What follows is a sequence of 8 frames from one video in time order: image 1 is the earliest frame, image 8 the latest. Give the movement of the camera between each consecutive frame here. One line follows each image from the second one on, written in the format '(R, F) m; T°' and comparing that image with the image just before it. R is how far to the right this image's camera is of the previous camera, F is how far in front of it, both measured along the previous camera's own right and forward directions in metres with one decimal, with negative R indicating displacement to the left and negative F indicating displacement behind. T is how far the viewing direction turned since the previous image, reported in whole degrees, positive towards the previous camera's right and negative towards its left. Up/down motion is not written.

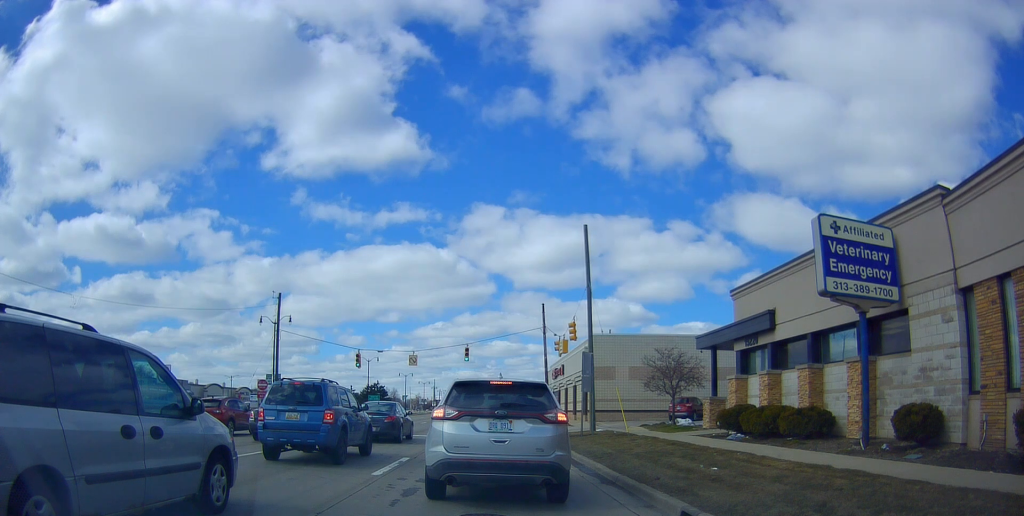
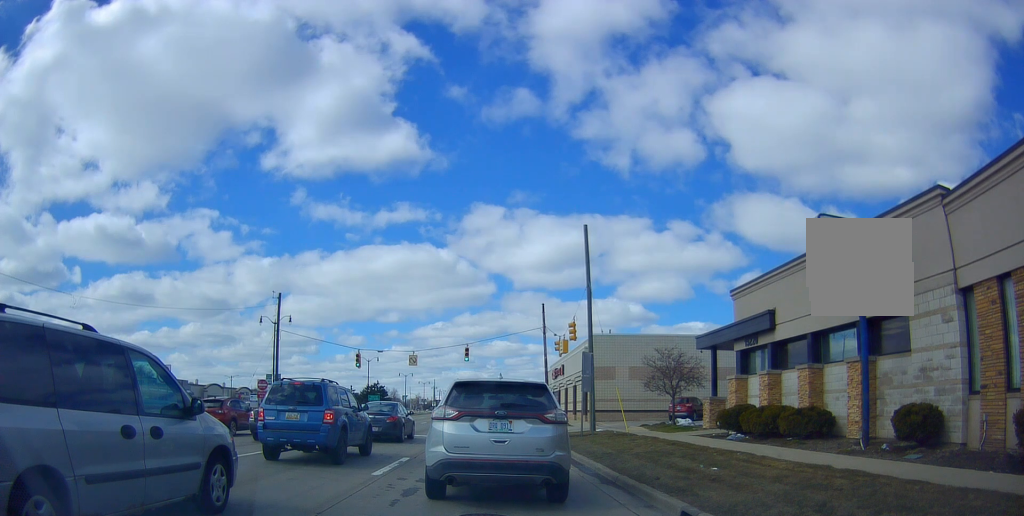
(0.0, 0.0) m; 0°
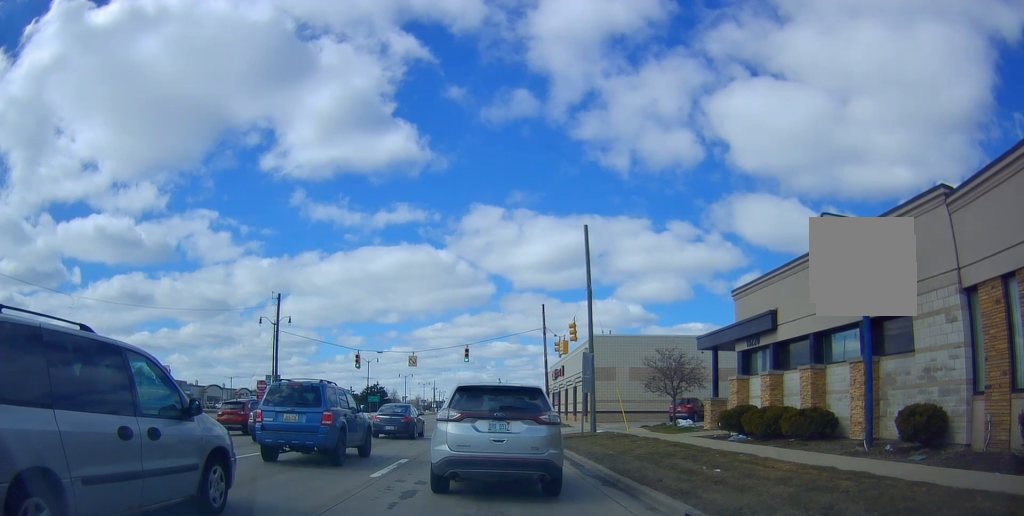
(-0.1, +0.2) m; 0°
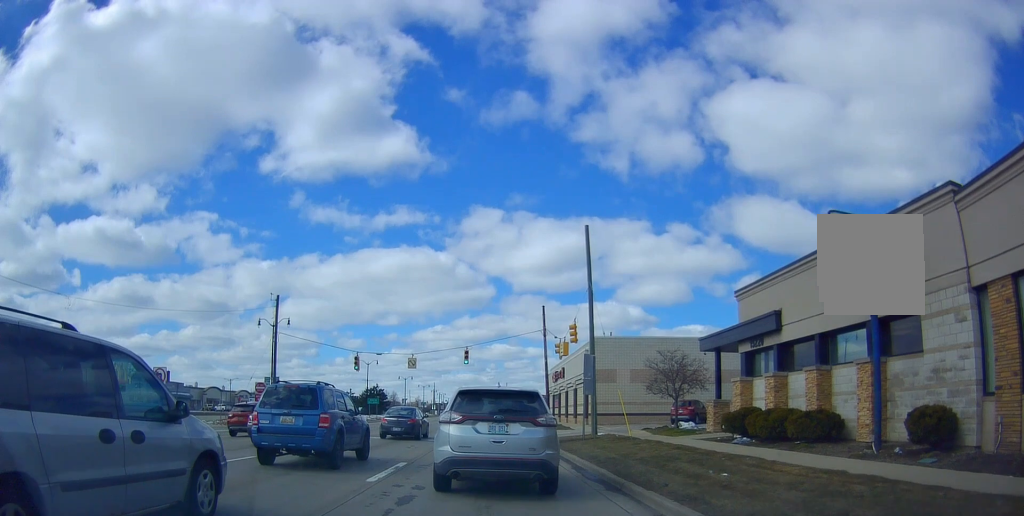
(-0.1, +0.1) m; 0°
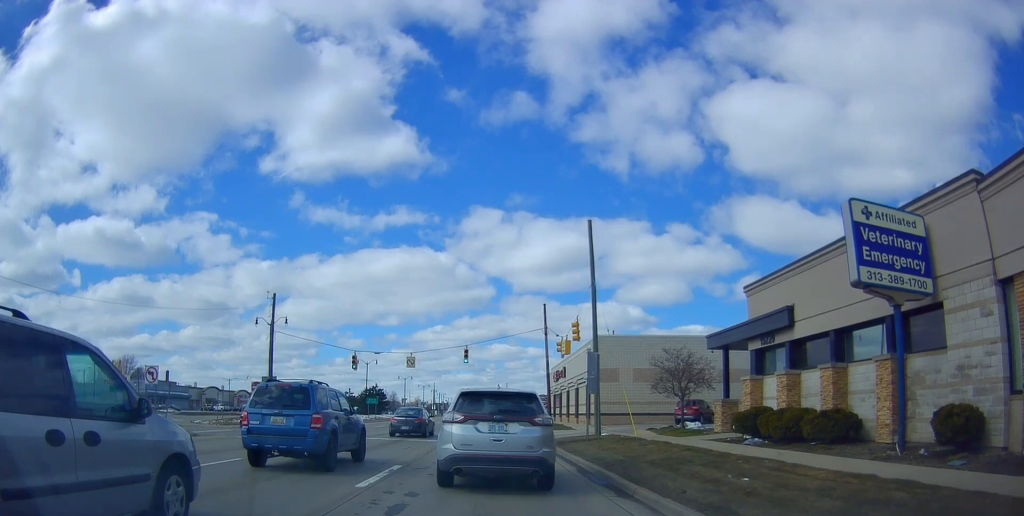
(-0.1, +0.4) m; -1°
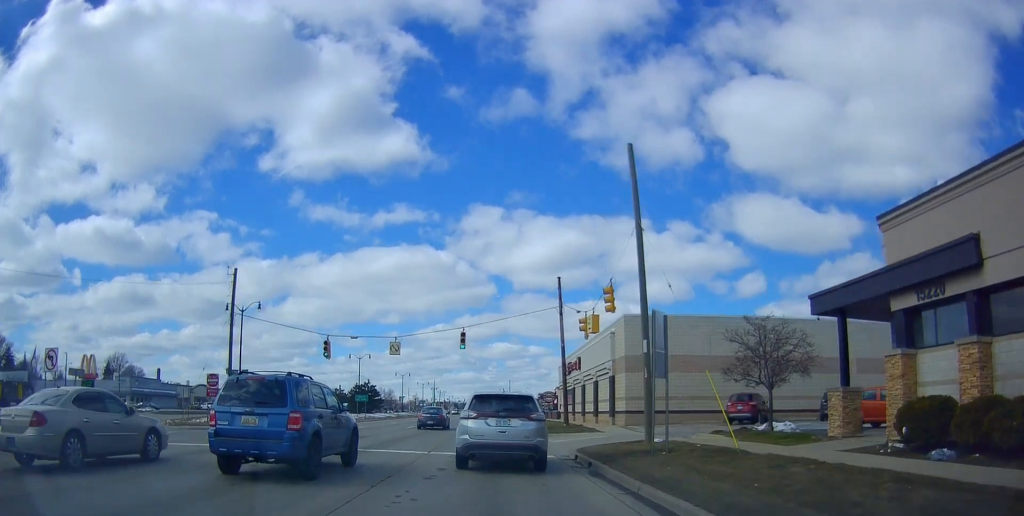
(-0.2, +6.6) m; +1°
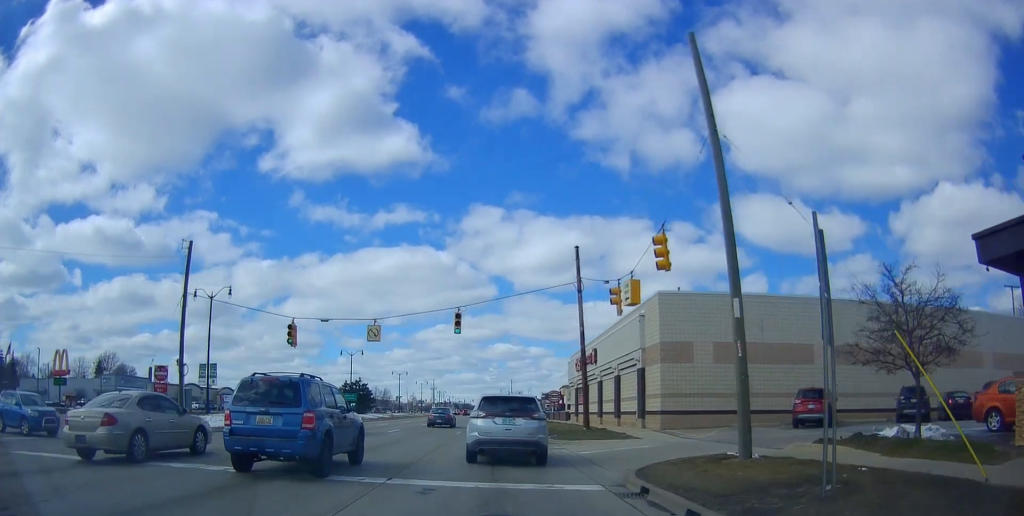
(+0.2, +7.2) m; +2°
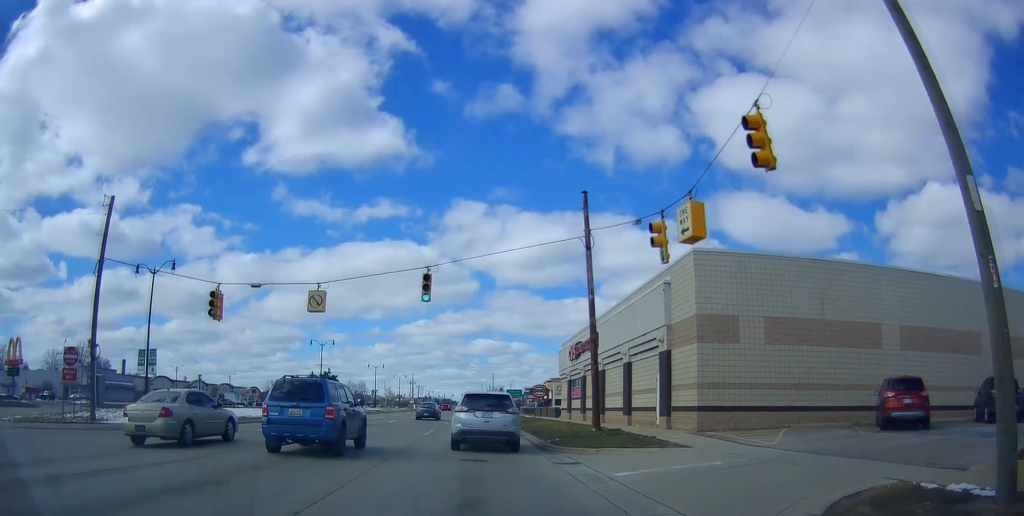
(0.0, +7.6) m; +5°
